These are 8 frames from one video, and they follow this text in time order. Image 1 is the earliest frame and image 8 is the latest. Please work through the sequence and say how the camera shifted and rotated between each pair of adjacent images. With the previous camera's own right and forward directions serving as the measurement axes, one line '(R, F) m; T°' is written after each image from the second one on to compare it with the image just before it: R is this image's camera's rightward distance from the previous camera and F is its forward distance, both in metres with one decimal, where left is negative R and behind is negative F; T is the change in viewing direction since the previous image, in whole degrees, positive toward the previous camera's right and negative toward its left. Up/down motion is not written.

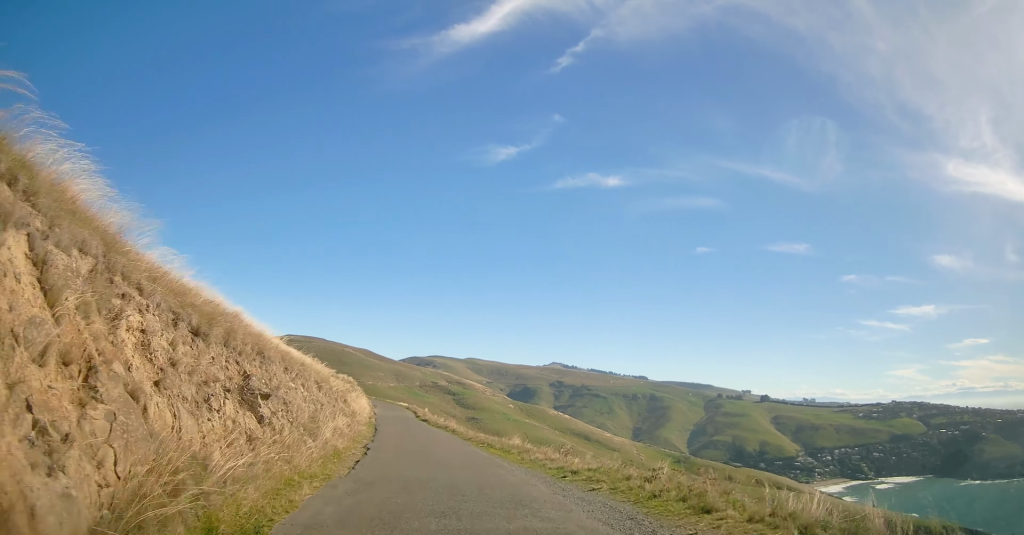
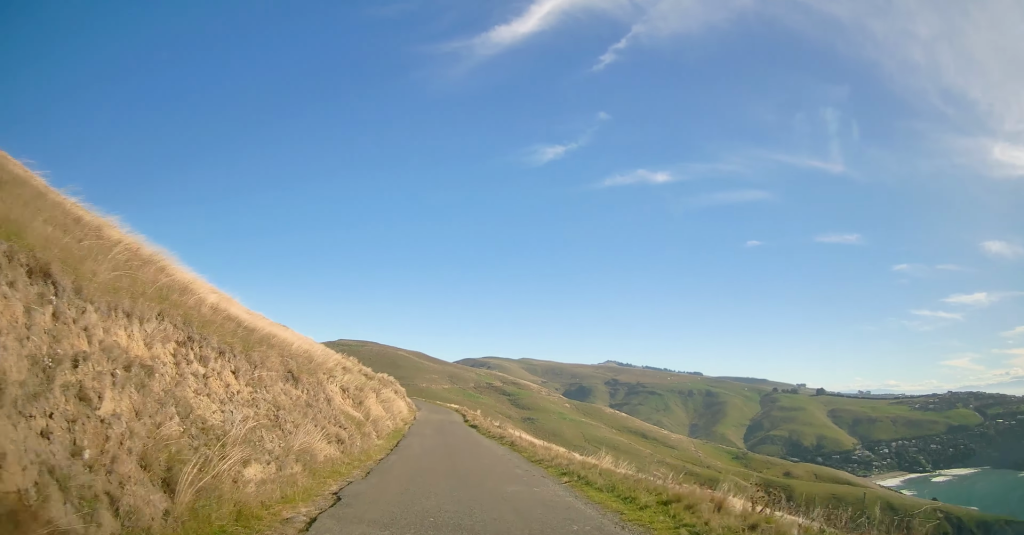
(0.0, +9.4) m; -4°
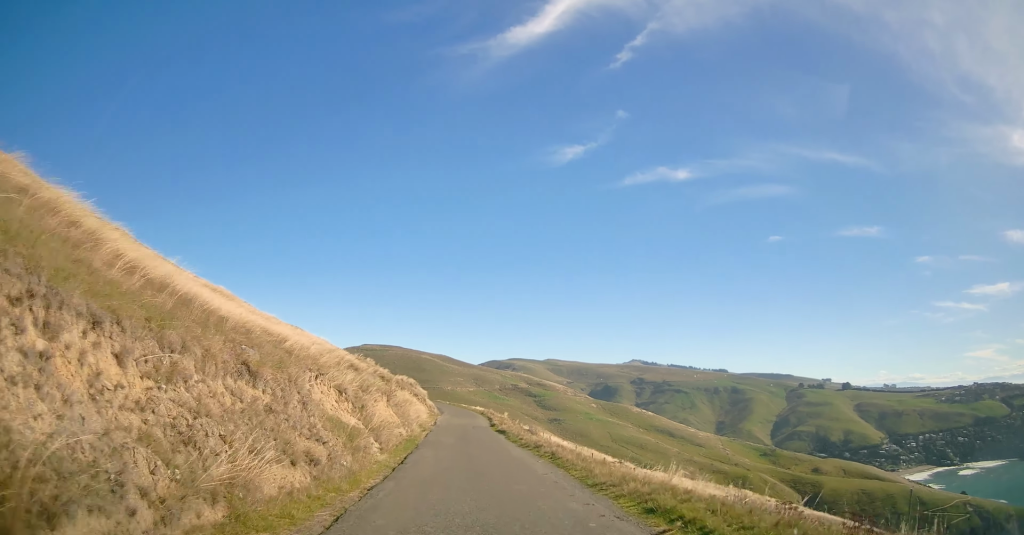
(-0.1, +4.5) m; -2°
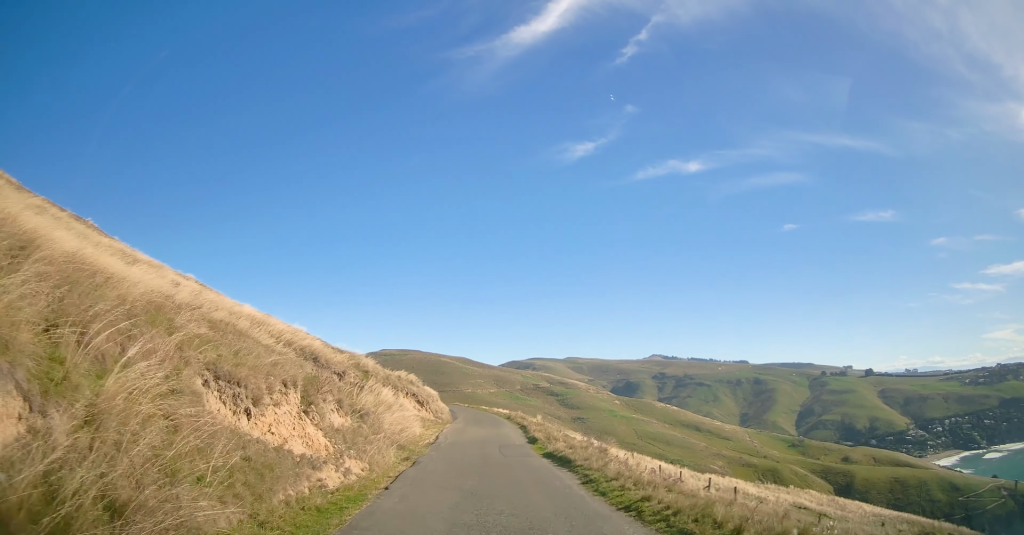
(-0.8, +14.6) m; -2°
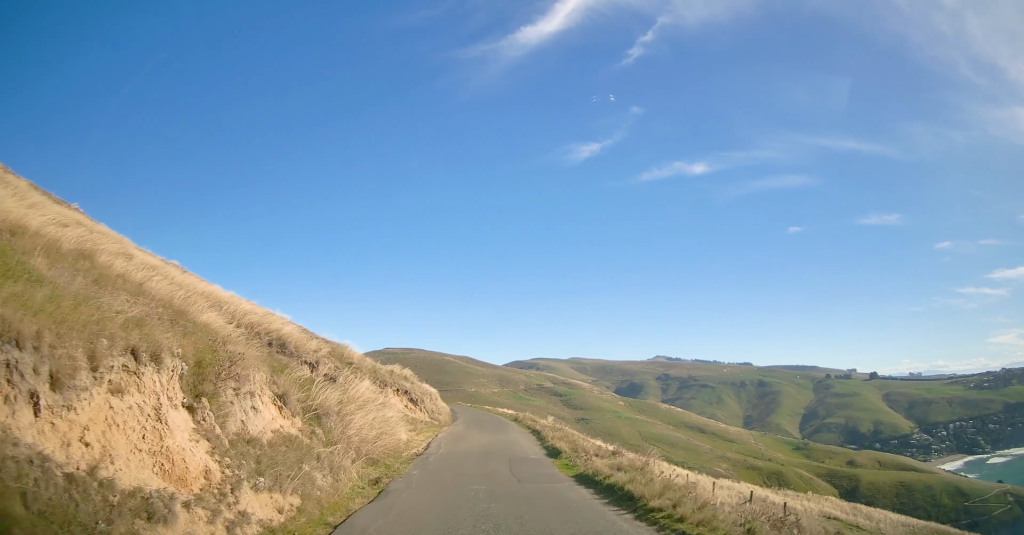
(0.0, +4.9) m; 0°
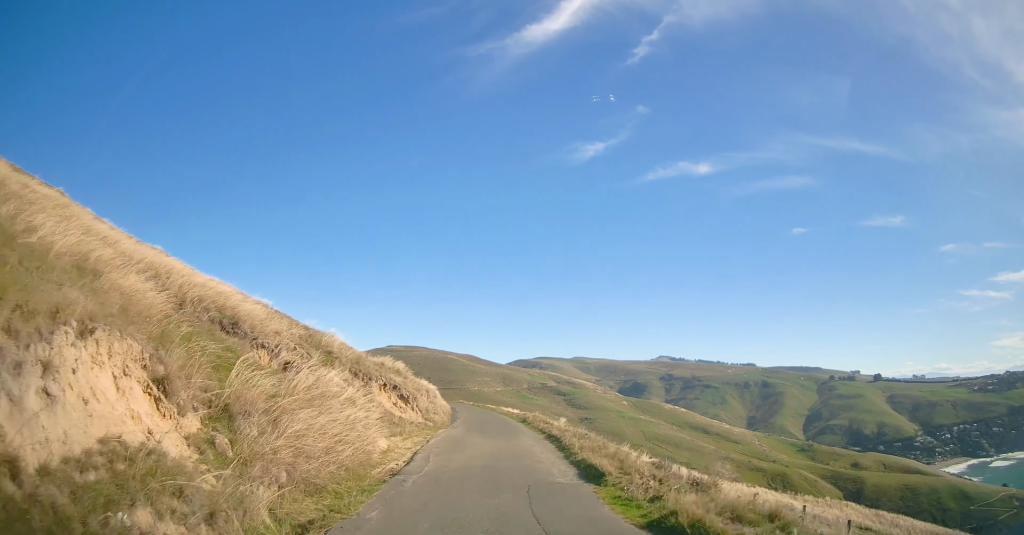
(+0.2, +4.7) m; -1°
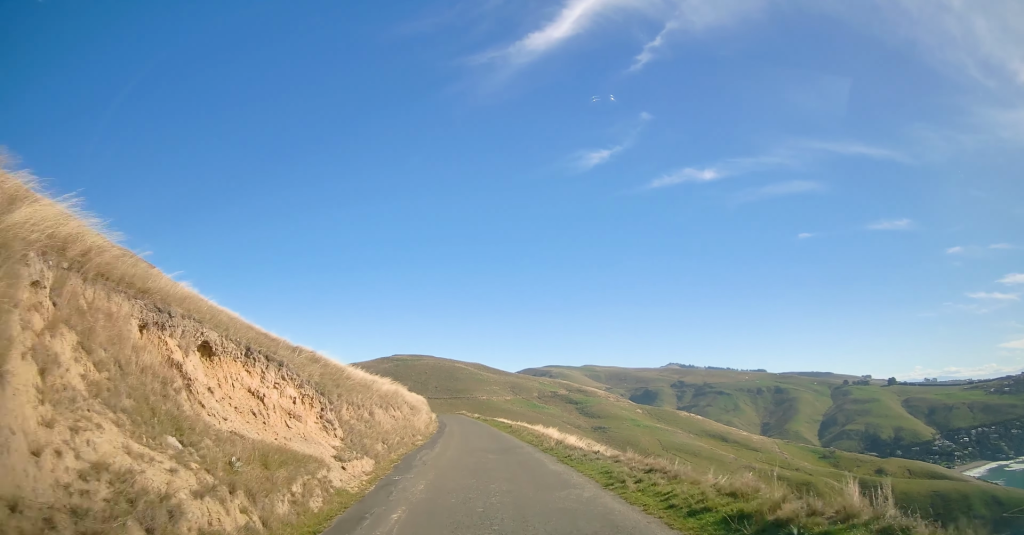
(-1.0, +28.1) m; -1°
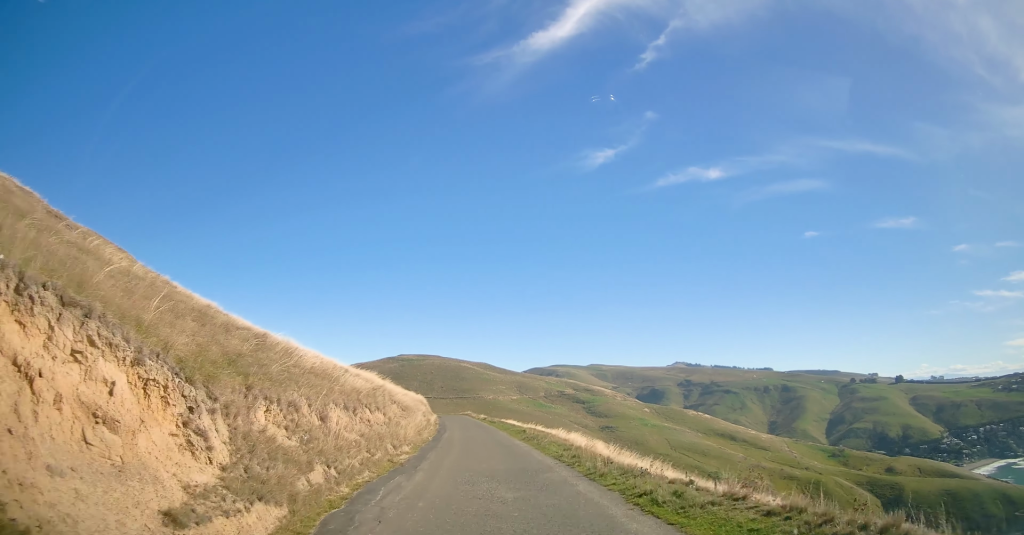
(0.0, +6.7) m; 0°
